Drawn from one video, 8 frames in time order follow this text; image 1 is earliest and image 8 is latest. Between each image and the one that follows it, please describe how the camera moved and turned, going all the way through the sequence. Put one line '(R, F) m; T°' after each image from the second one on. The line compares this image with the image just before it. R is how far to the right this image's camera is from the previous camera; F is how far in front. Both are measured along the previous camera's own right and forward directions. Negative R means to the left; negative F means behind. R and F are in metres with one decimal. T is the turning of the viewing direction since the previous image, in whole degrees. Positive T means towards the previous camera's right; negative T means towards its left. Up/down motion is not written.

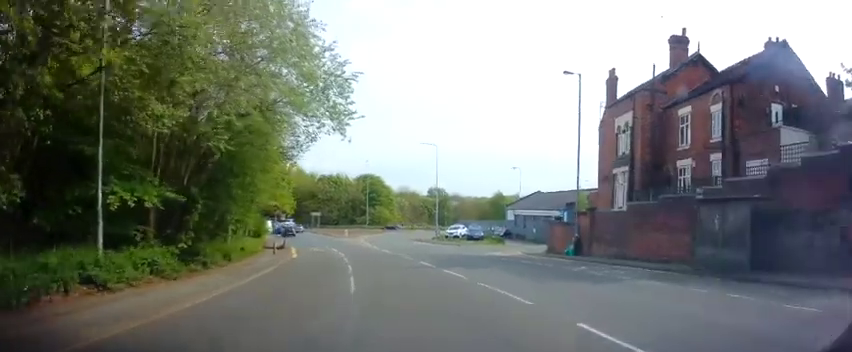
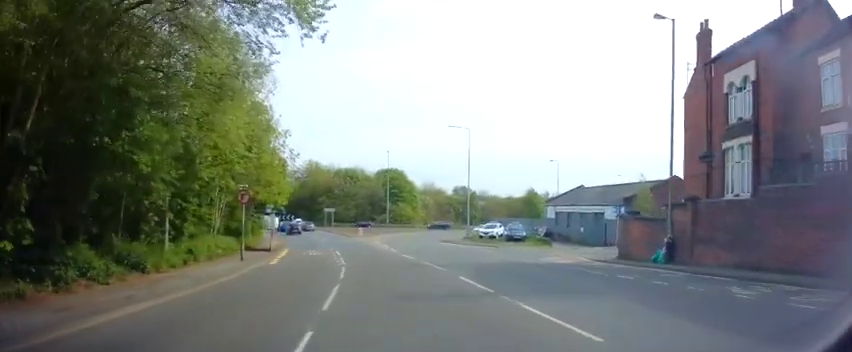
(-0.1, +9.4) m; -3°
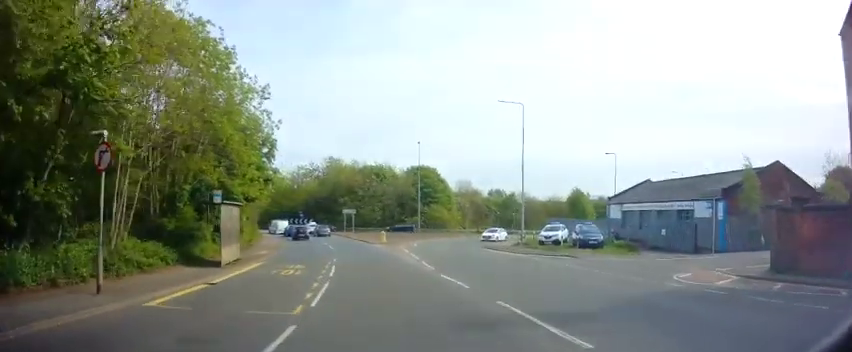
(-0.4, +11.6) m; -4°
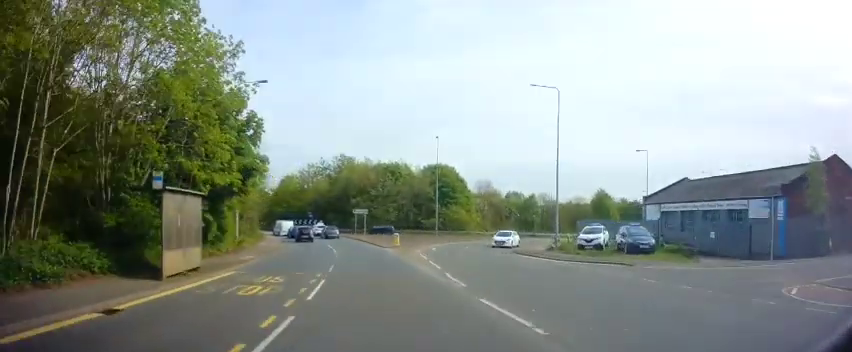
(-0.2, +5.4) m; -2°
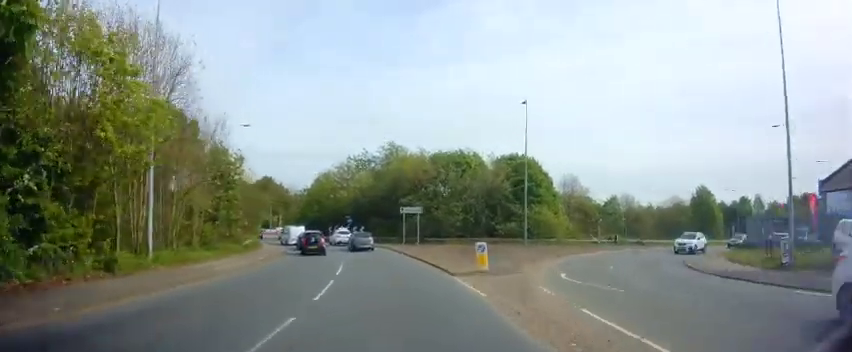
(-0.9, +19.6) m; -6°
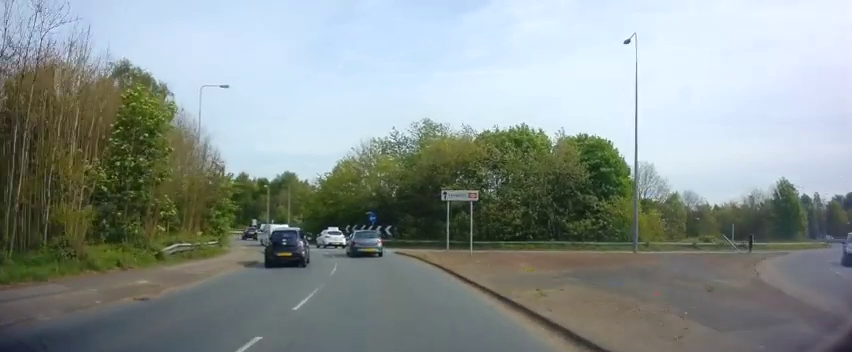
(-0.8, +15.0) m; -6°
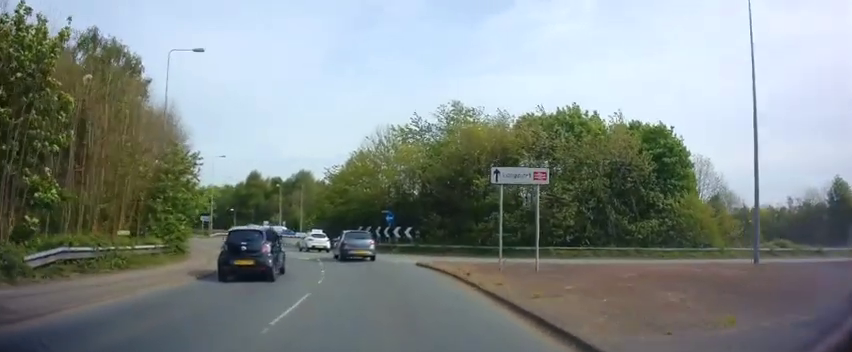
(-0.3, +8.6) m; -1°
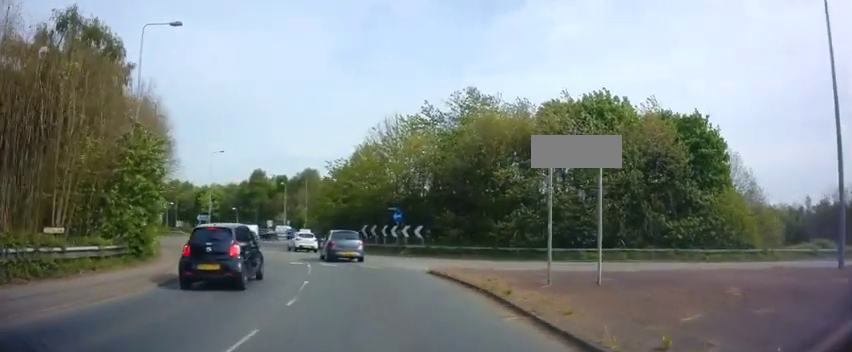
(0.0, +4.3) m; +1°
